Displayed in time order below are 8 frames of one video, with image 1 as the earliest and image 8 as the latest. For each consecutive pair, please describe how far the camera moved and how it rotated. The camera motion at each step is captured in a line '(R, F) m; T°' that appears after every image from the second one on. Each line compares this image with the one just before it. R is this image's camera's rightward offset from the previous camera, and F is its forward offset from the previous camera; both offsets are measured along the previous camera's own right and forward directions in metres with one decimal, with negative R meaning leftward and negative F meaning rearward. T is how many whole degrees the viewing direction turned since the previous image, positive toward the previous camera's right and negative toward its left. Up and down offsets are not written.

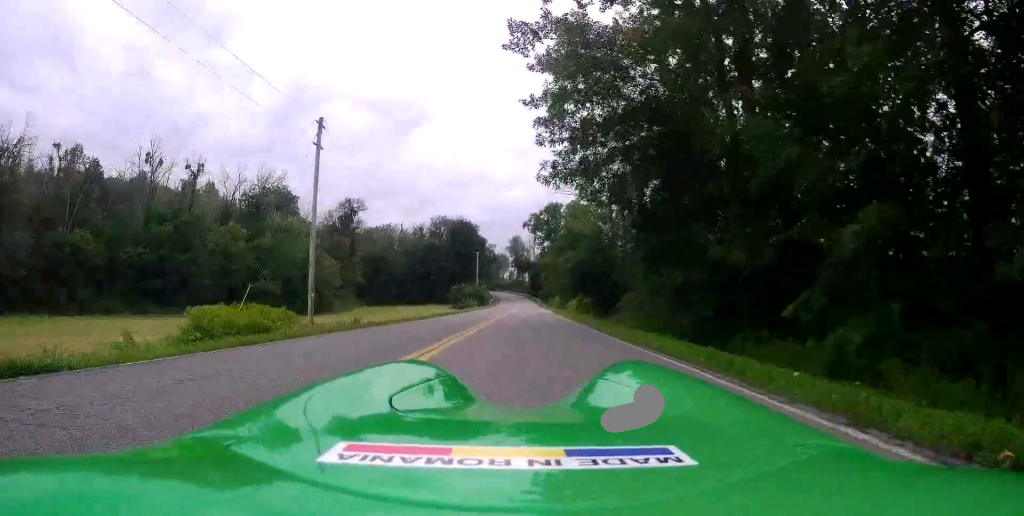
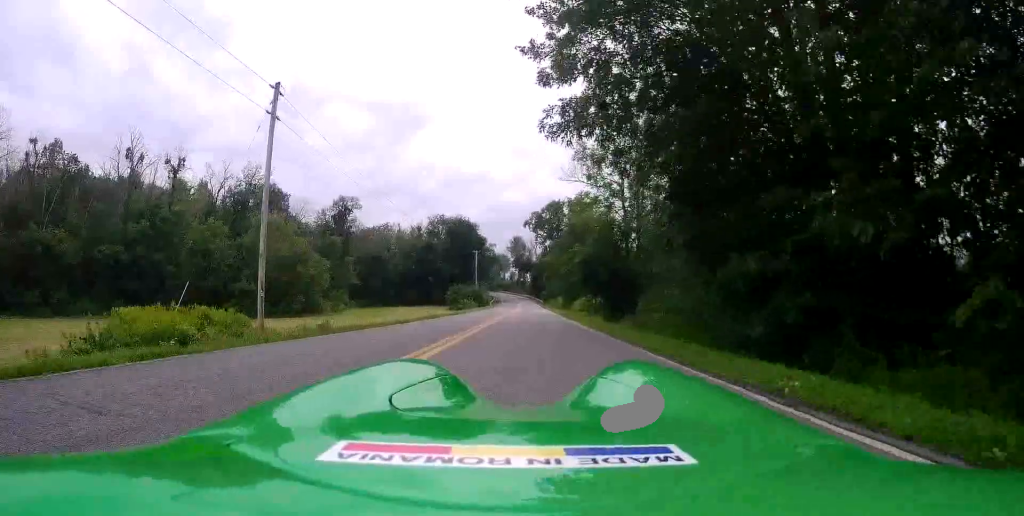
(0.0, +5.5) m; 0°
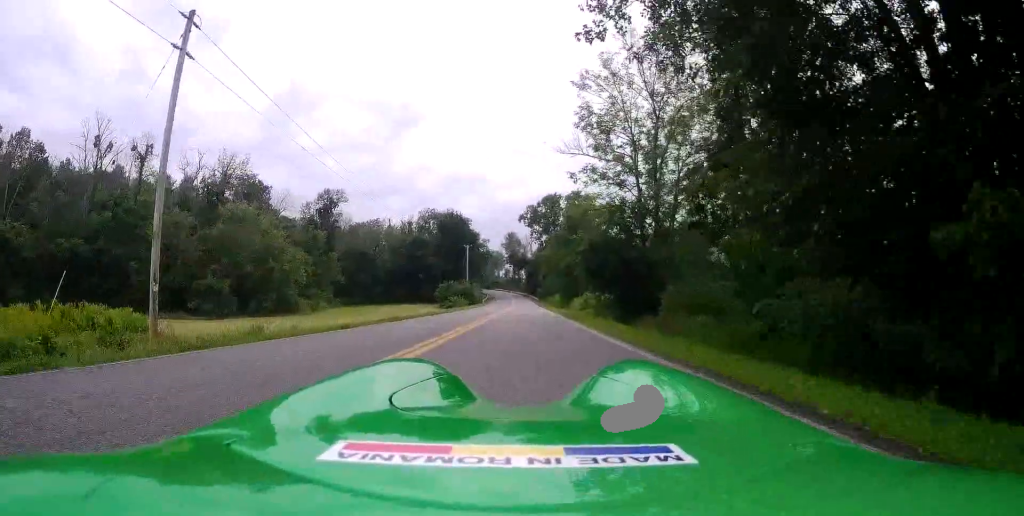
(0.0, +7.1) m; 0°
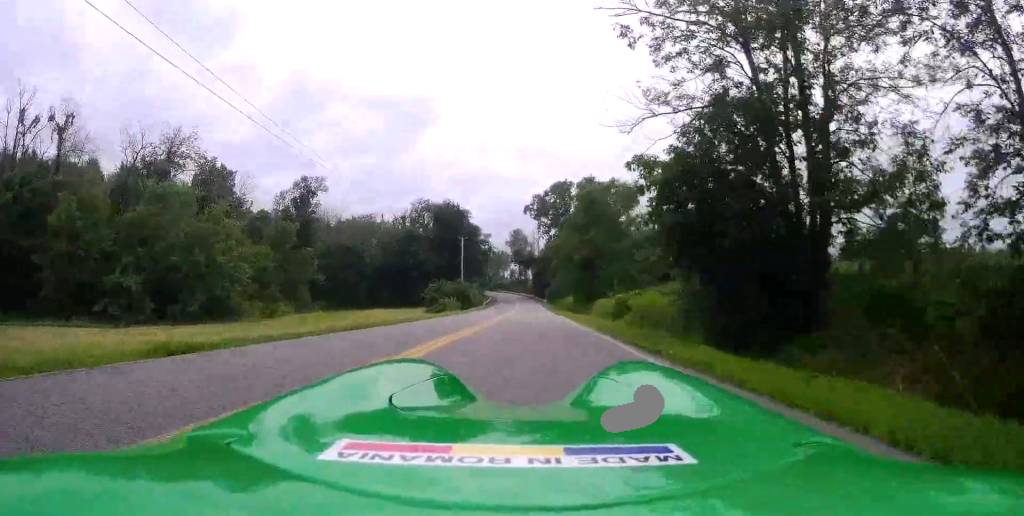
(0.0, +16.8) m; 0°
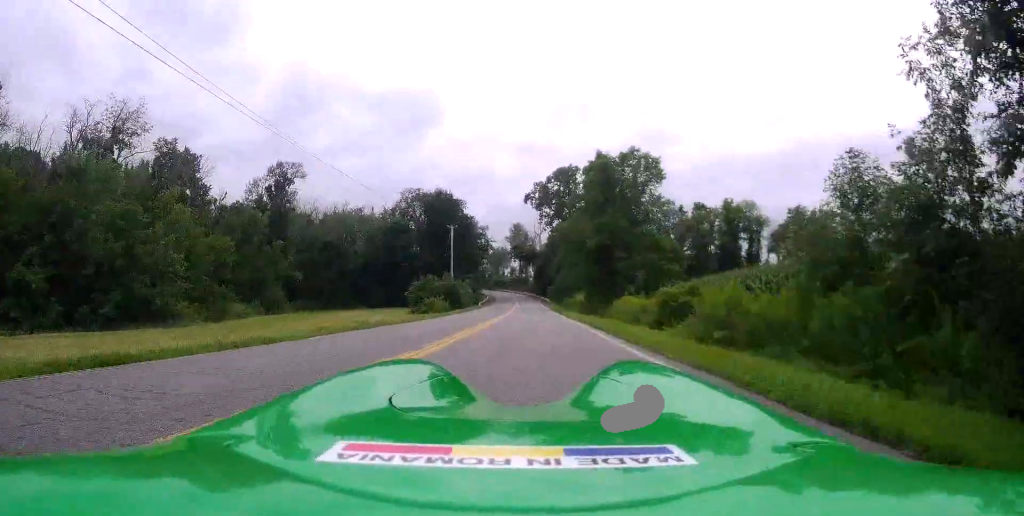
(0.0, +10.8) m; 0°
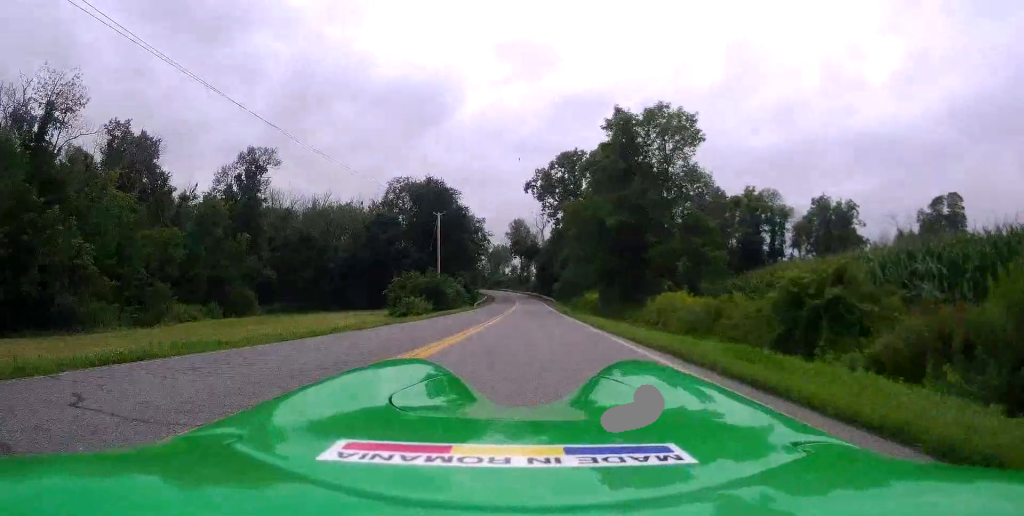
(0.0, +10.4) m; +1°
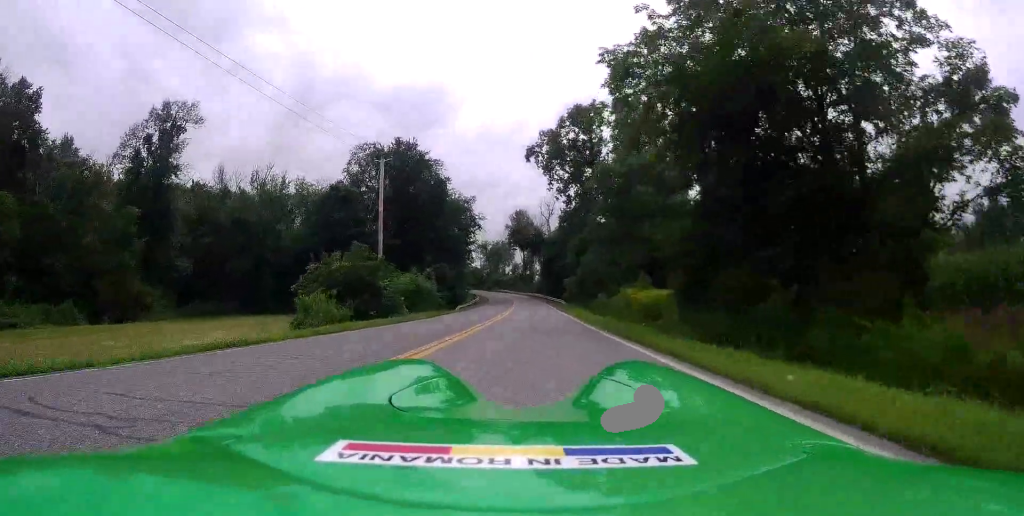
(+0.2, +22.6) m; 0°
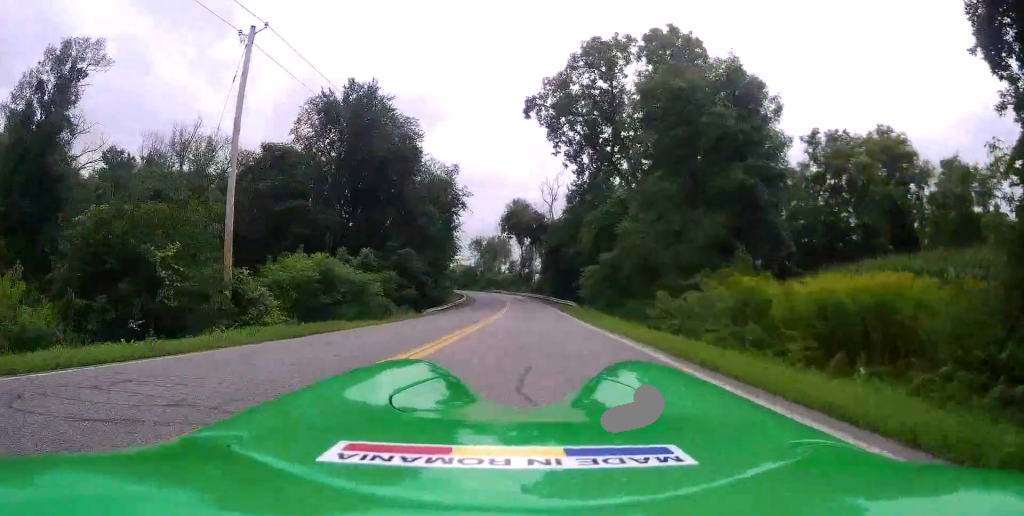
(-0.2, +17.7) m; -2°
